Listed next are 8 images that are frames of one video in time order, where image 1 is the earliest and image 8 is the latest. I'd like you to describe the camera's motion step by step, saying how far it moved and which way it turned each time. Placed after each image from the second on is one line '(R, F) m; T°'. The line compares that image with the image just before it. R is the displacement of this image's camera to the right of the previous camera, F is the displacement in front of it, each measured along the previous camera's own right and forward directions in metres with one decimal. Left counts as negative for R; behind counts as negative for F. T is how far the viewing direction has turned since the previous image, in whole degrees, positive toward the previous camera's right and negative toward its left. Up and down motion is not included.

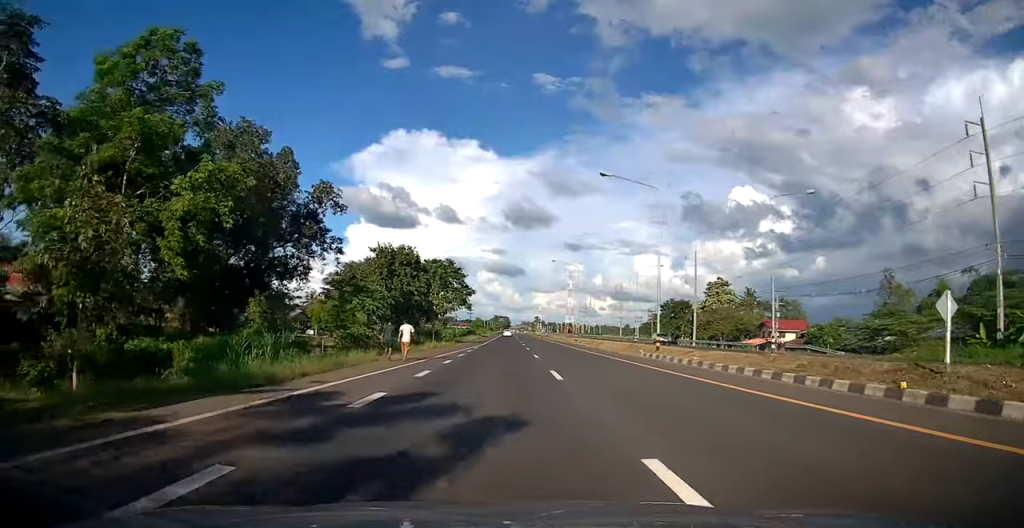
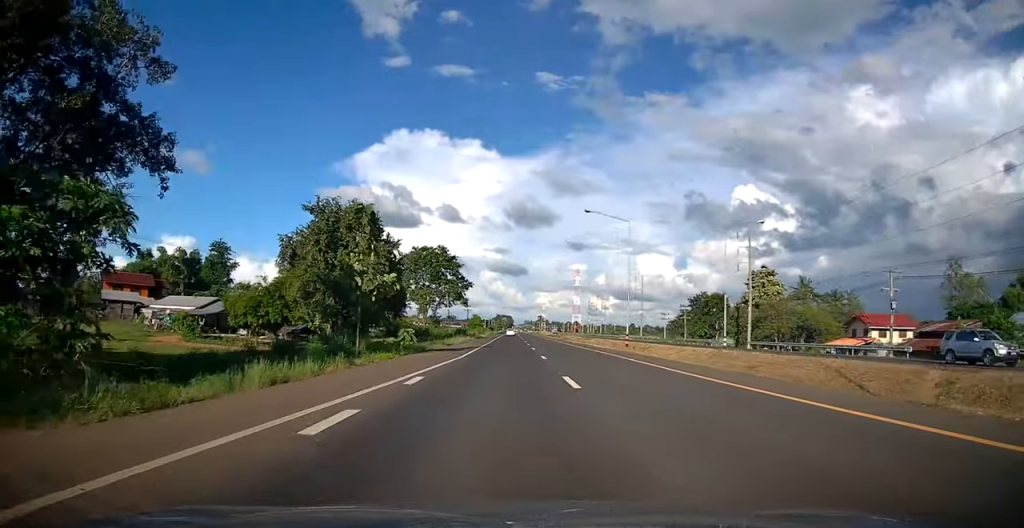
(-0.3, +26.9) m; -2°
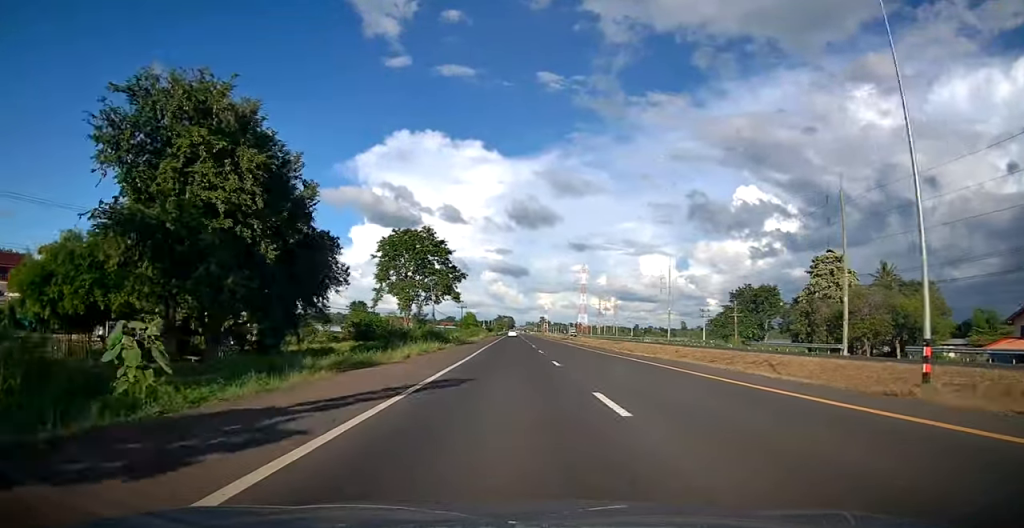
(-0.6, +28.2) m; 0°
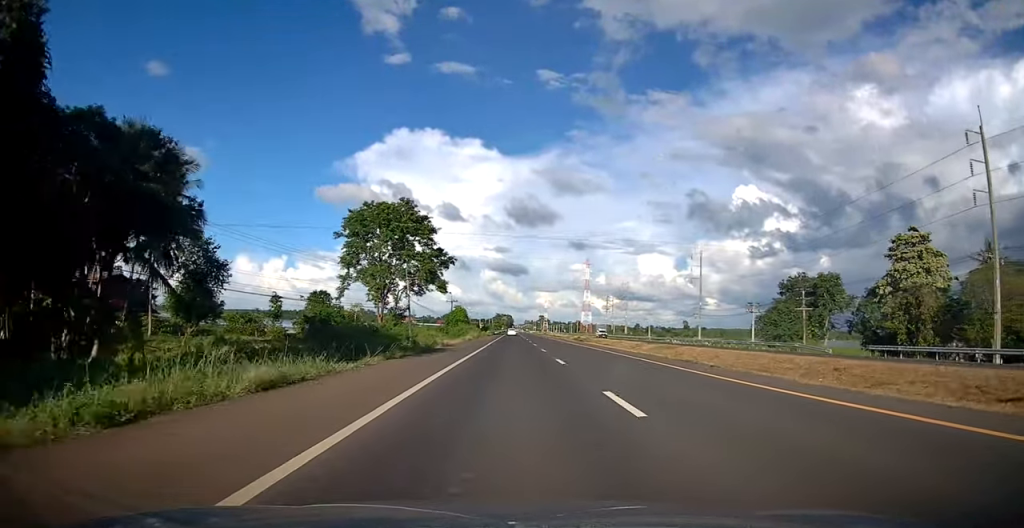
(+0.4, +24.4) m; +1°
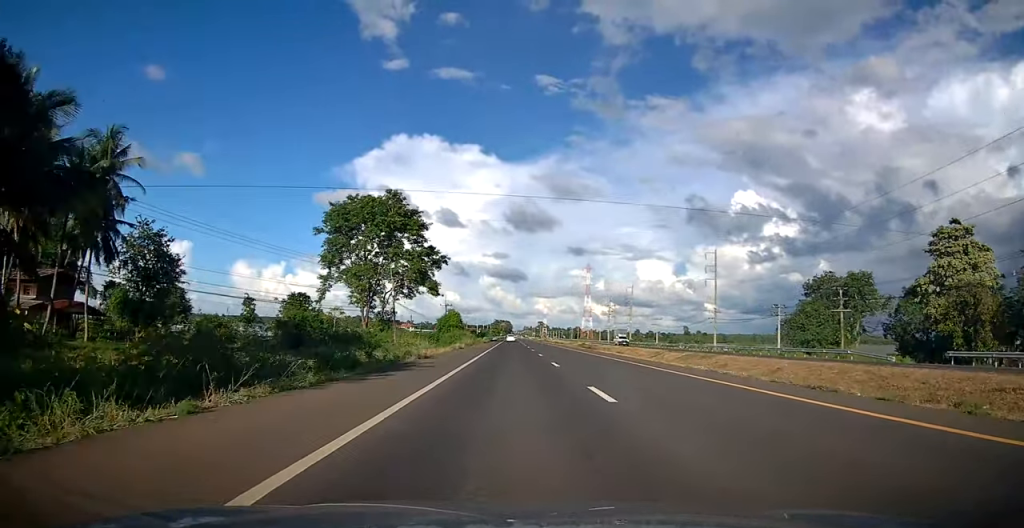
(0.0, +9.5) m; 0°
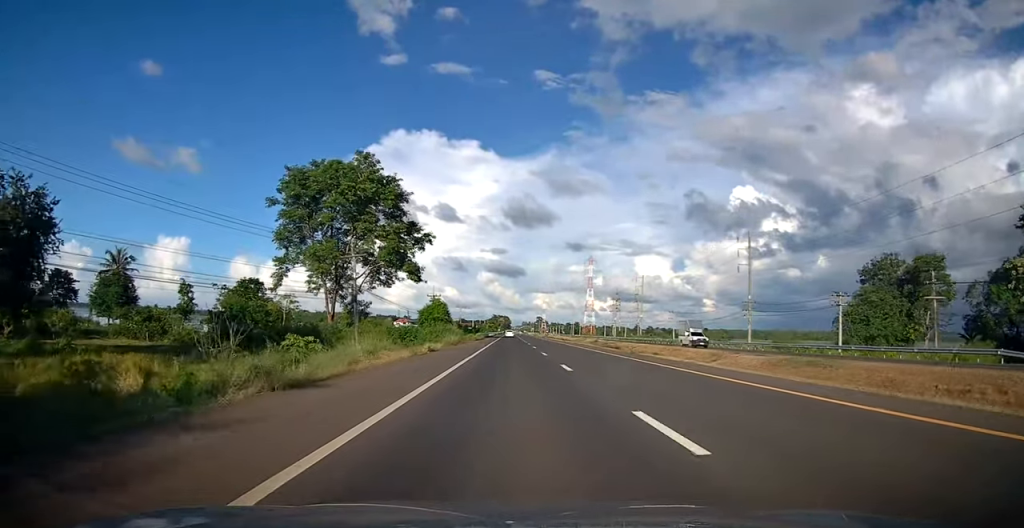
(0.0, +16.6) m; 0°
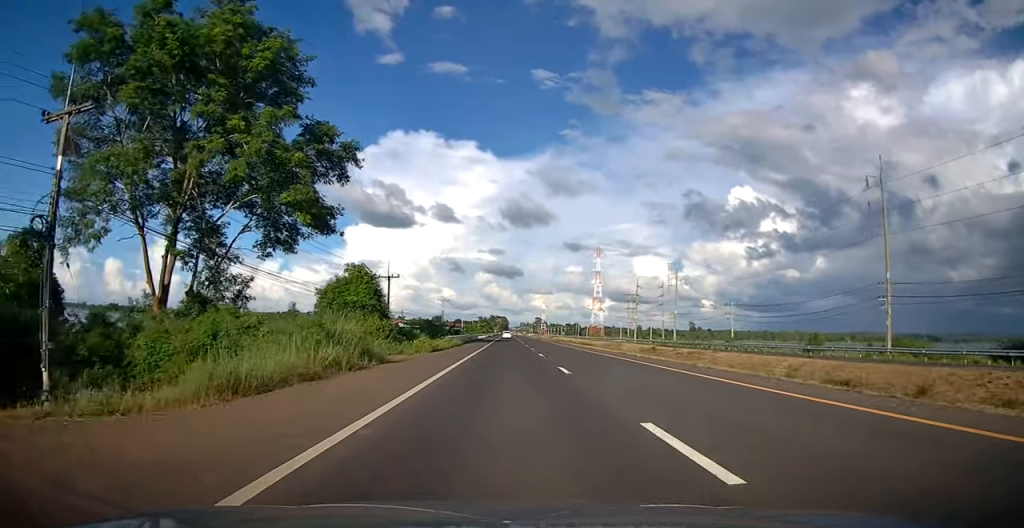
(+0.1, +37.0) m; 0°
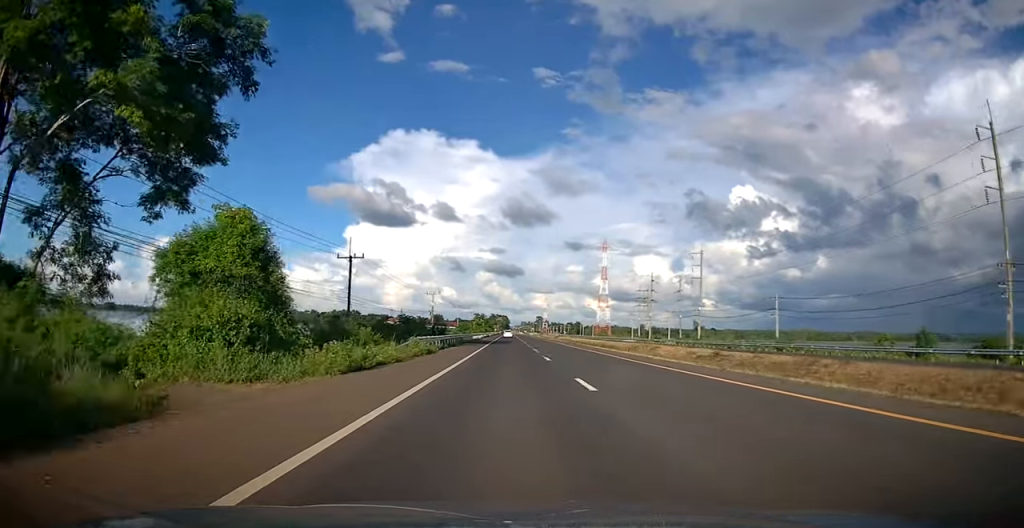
(0.0, +16.7) m; 0°
